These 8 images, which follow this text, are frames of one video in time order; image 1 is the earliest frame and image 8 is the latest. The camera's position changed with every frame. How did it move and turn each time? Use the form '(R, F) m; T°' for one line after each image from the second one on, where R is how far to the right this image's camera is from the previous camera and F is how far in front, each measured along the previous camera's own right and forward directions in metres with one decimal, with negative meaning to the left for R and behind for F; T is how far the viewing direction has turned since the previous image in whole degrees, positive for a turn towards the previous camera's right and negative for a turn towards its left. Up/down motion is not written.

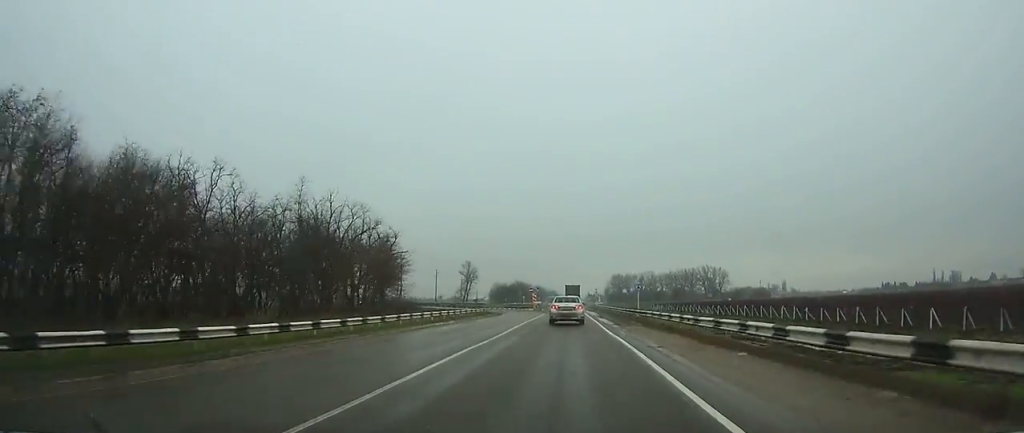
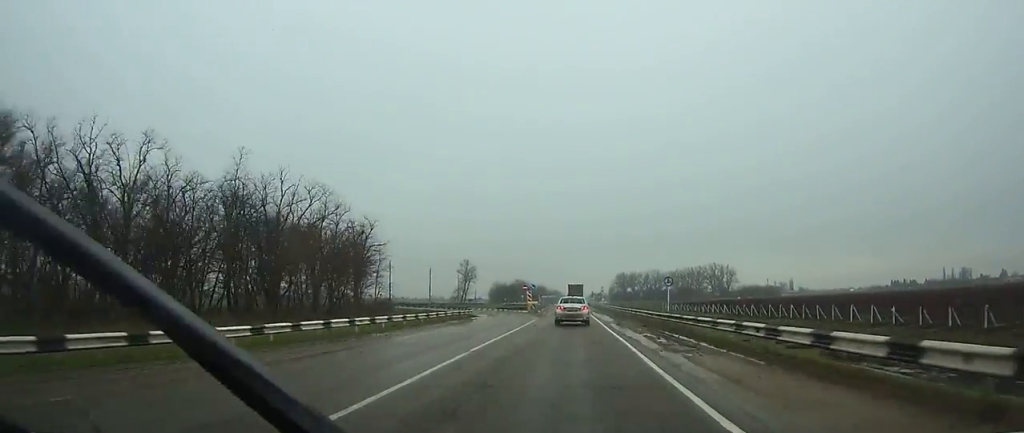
(0.0, +15.7) m; 0°
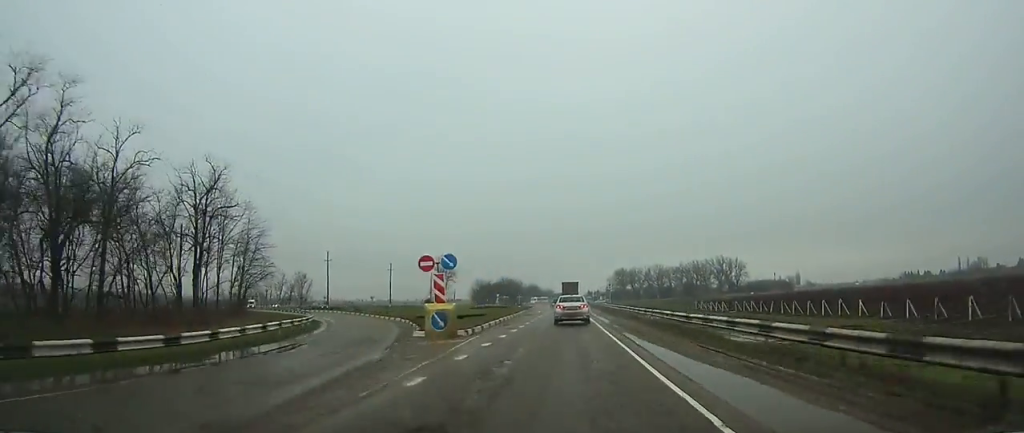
(-0.2, +43.8) m; 0°
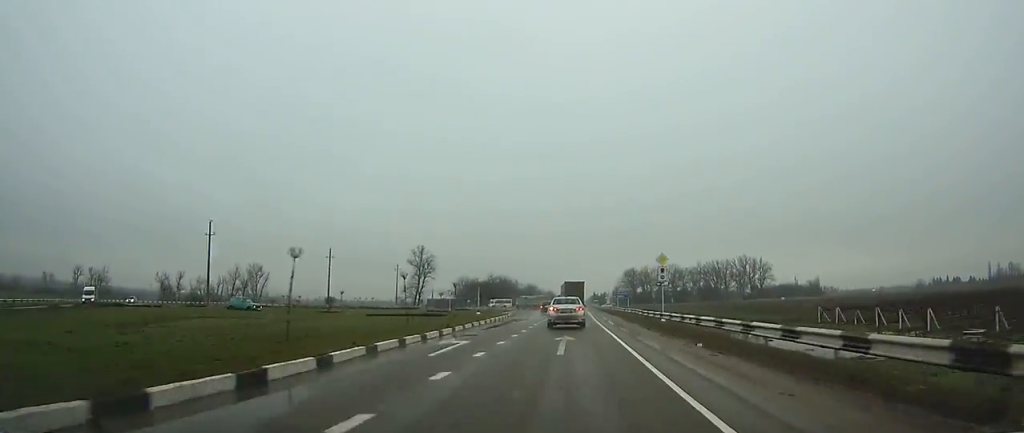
(-0.2, +49.3) m; 0°
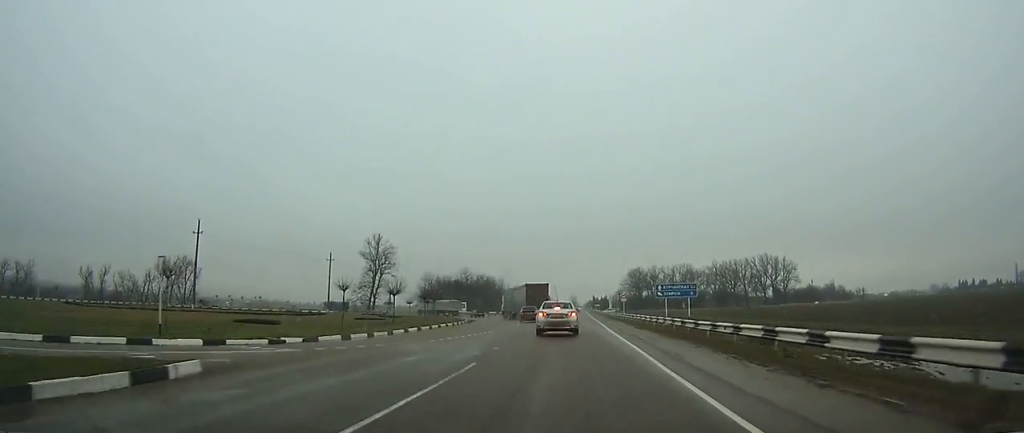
(+0.4, +47.6) m; 0°
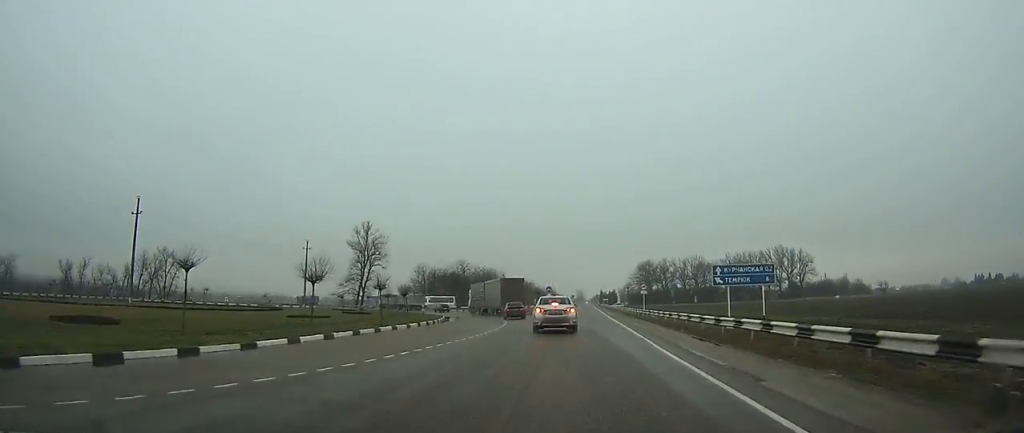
(0.0, +15.8) m; -1°
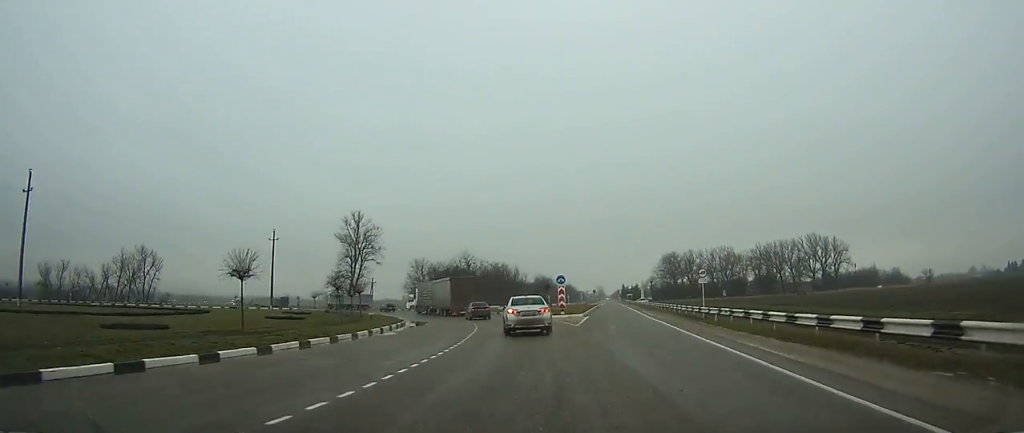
(-0.6, +22.1) m; -4°
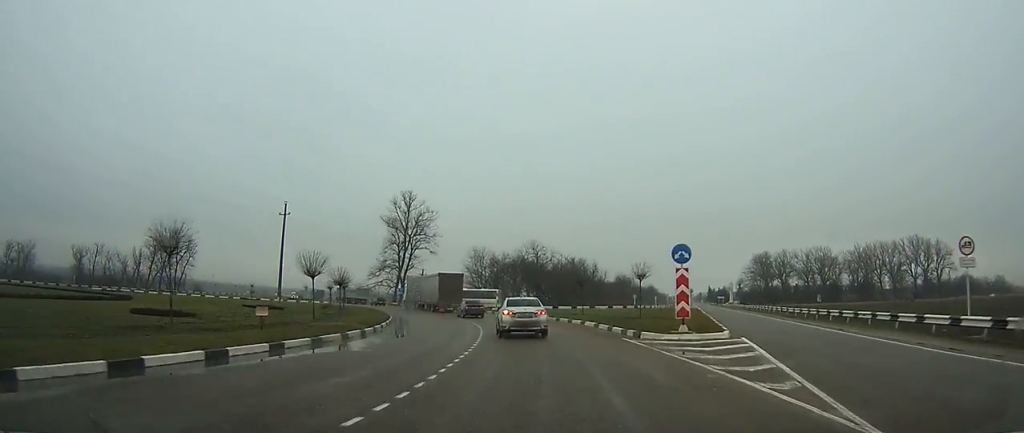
(-1.3, +24.2) m; -7°
